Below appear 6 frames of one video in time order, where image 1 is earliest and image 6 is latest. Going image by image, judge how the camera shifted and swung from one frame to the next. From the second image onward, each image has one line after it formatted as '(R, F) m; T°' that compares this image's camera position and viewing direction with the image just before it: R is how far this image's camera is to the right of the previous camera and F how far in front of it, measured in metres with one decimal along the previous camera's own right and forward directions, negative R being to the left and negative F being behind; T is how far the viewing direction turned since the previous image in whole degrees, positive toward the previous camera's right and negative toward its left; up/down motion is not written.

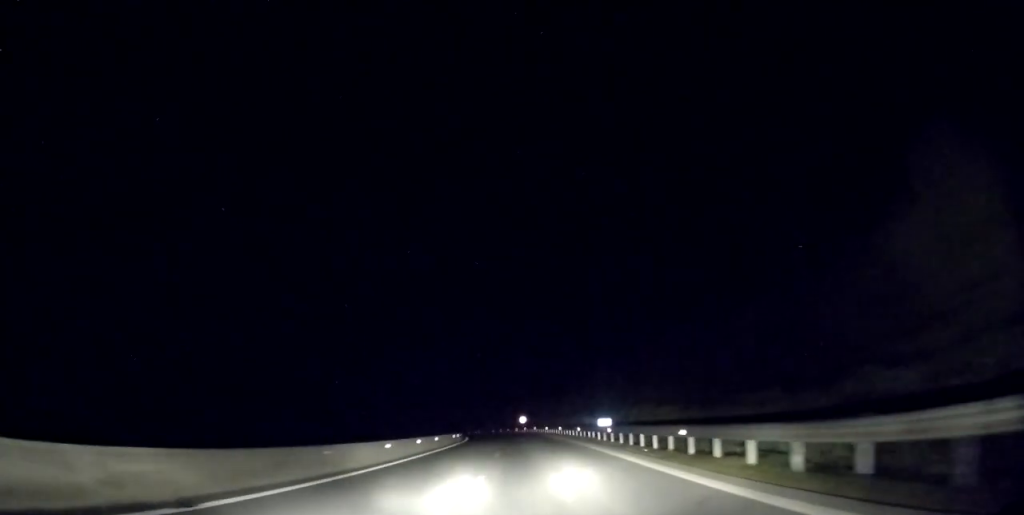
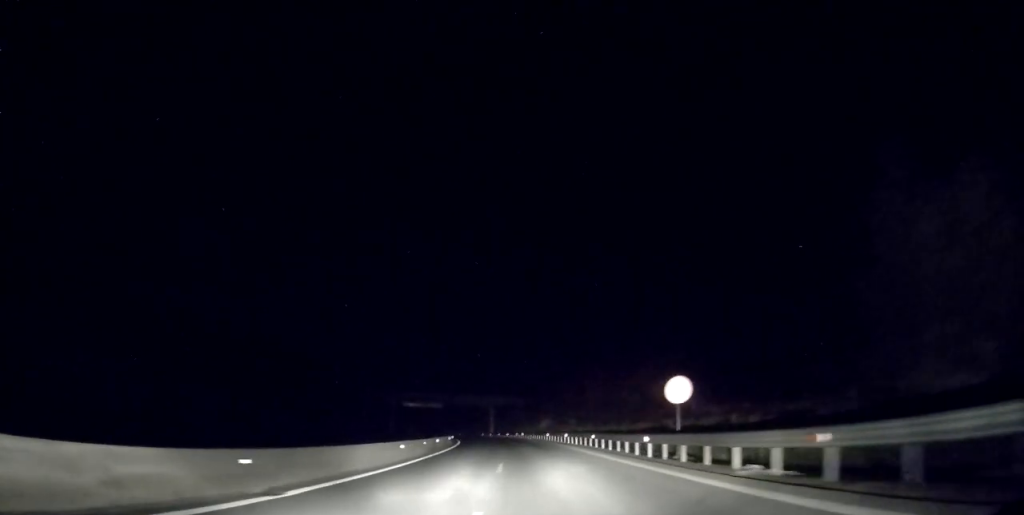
(-2.5, +78.2) m; -5°
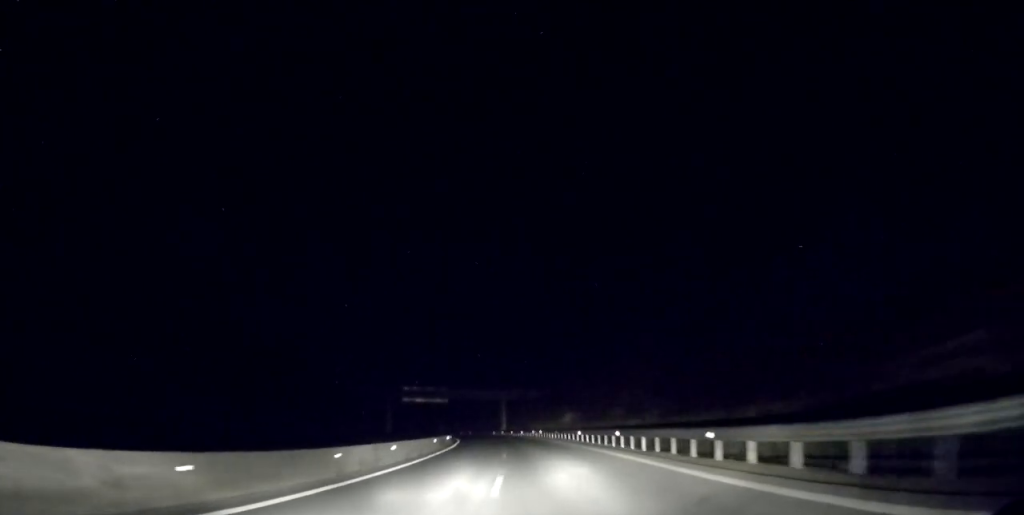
(-0.2, +18.4) m; -2°
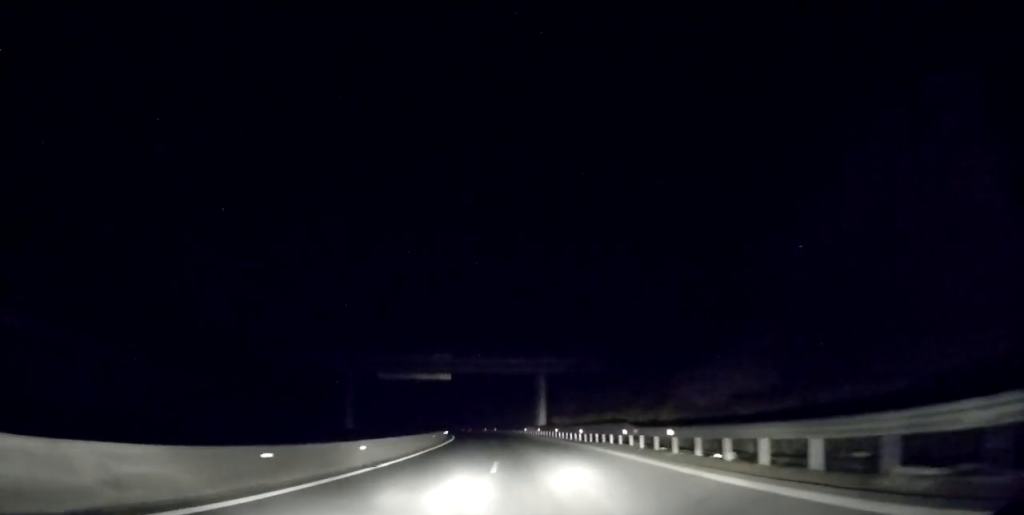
(-1.7, +45.0) m; -4°
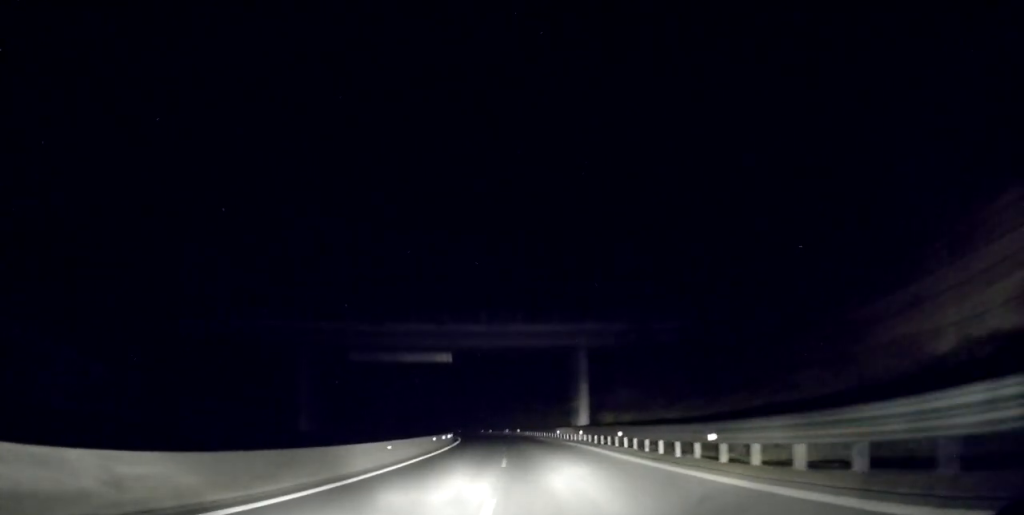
(-0.4, +21.1) m; -2°
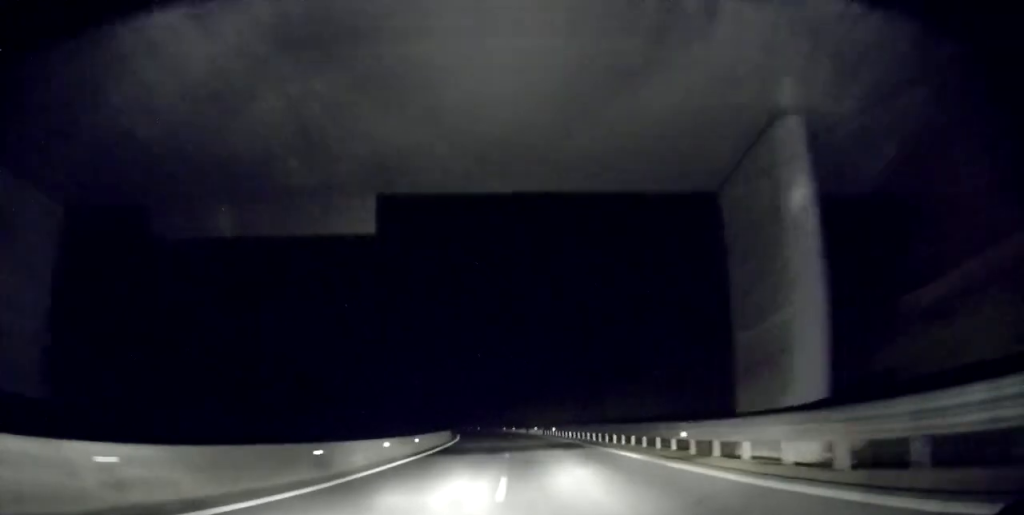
(-1.2, +33.5) m; -4°
